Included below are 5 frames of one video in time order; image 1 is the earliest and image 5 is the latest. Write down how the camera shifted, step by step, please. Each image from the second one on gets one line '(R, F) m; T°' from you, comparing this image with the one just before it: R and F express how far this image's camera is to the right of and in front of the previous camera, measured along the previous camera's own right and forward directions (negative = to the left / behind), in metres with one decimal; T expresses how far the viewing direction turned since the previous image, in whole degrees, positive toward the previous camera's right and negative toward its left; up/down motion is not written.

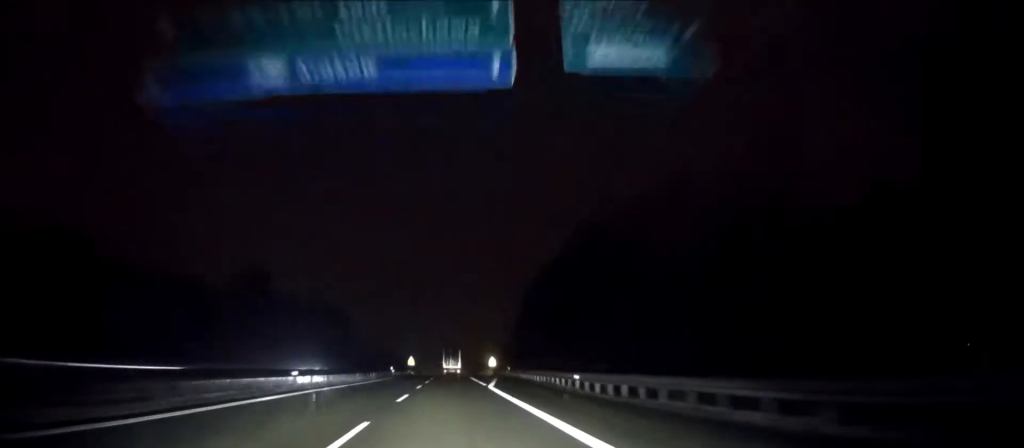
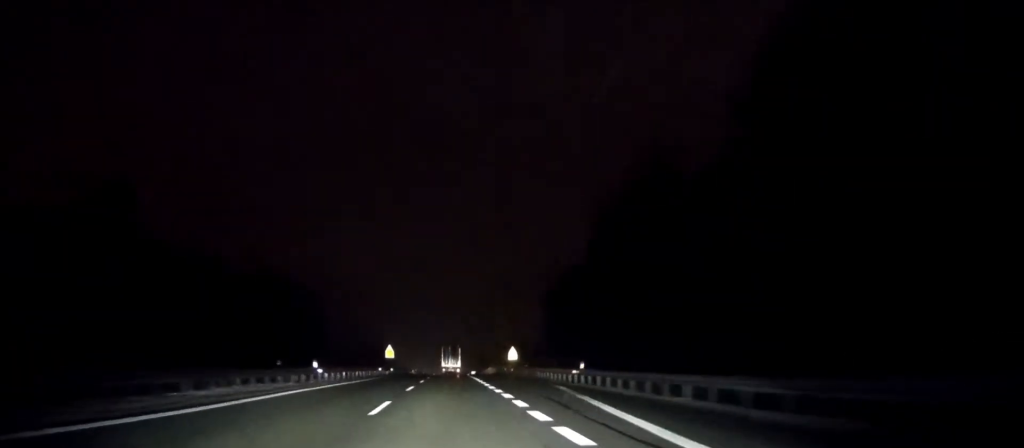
(+0.1, +42.0) m; 0°
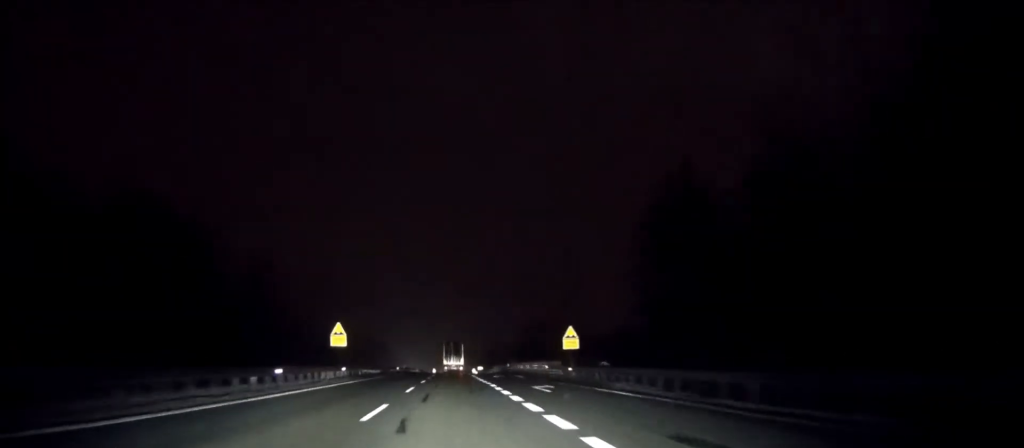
(+0.1, +38.1) m; 0°
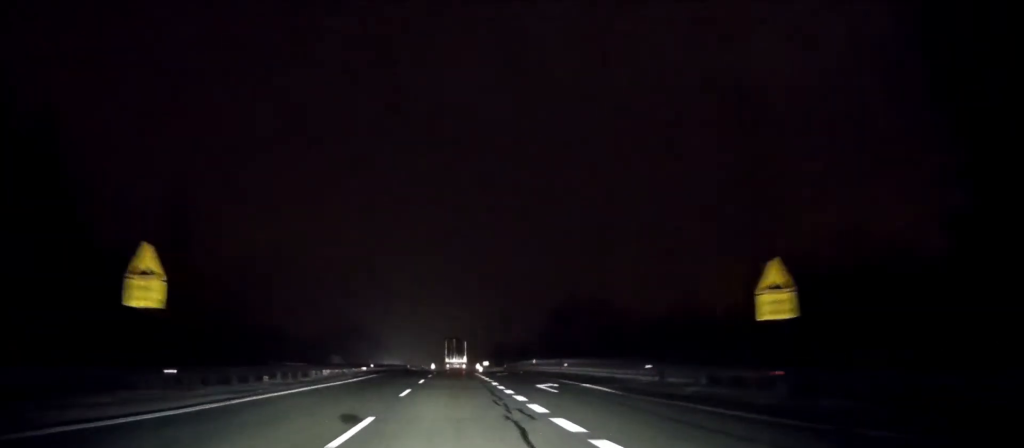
(+0.1, +28.2) m; 0°
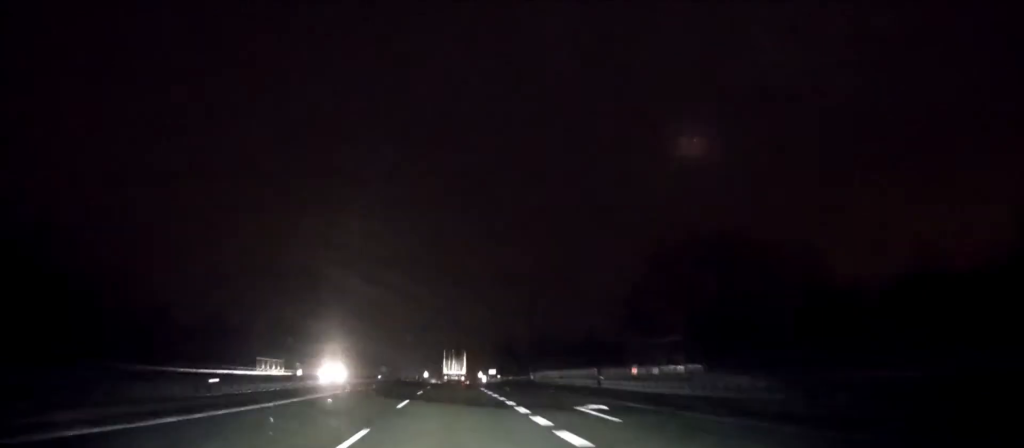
(-0.8, +37.5) m; -2°
